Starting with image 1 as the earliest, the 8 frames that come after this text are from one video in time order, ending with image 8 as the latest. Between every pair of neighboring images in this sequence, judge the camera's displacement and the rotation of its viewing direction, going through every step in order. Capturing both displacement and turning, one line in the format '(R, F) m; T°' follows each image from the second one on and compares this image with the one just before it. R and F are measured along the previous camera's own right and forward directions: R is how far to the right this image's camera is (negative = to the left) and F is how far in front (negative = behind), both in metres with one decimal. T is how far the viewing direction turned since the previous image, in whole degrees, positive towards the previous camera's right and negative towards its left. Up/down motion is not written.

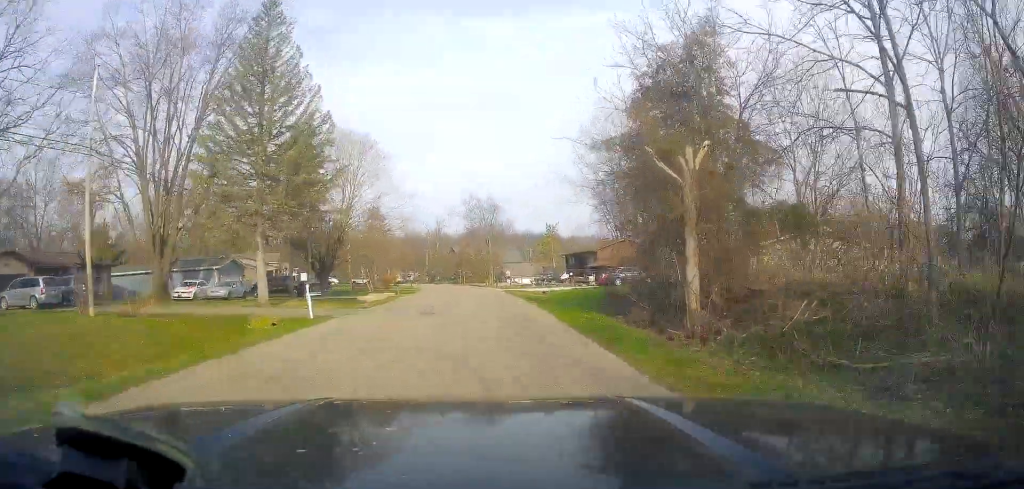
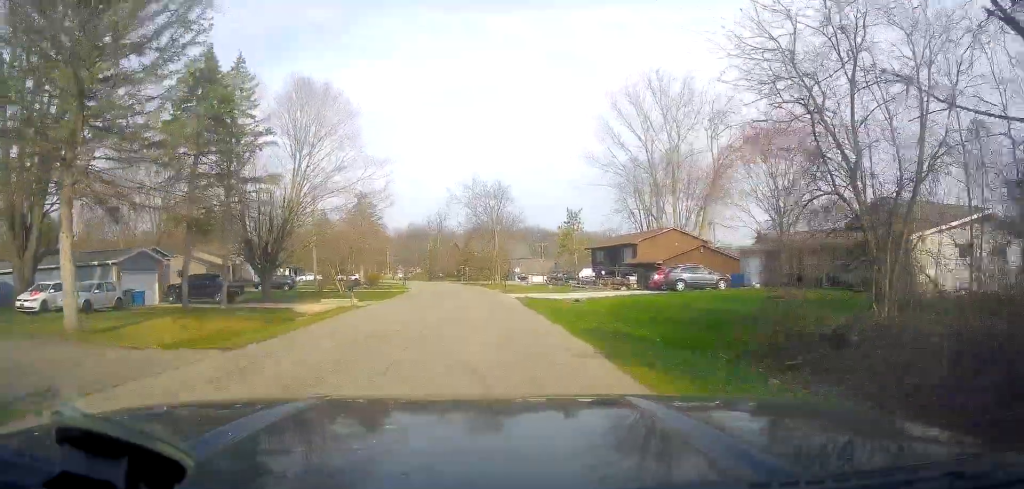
(+0.4, +16.7) m; 0°
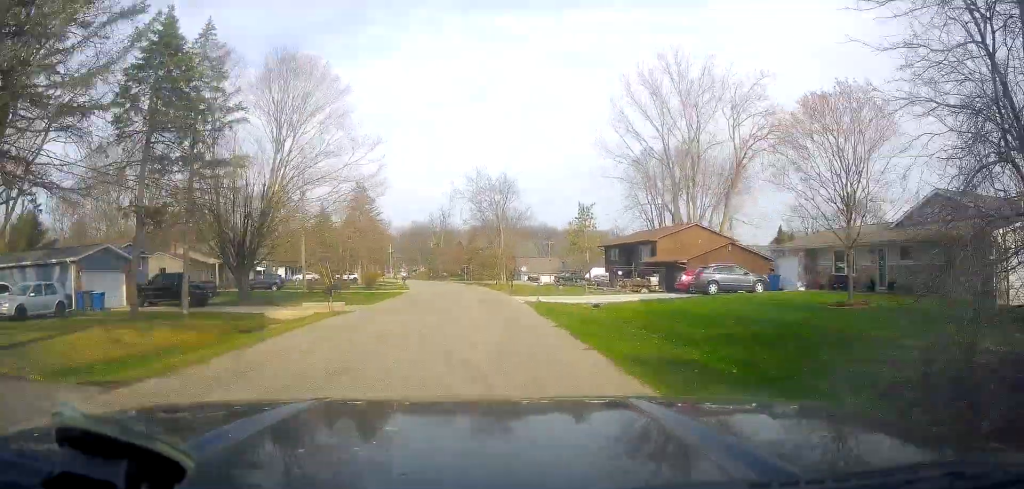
(0.0, +4.8) m; -1°
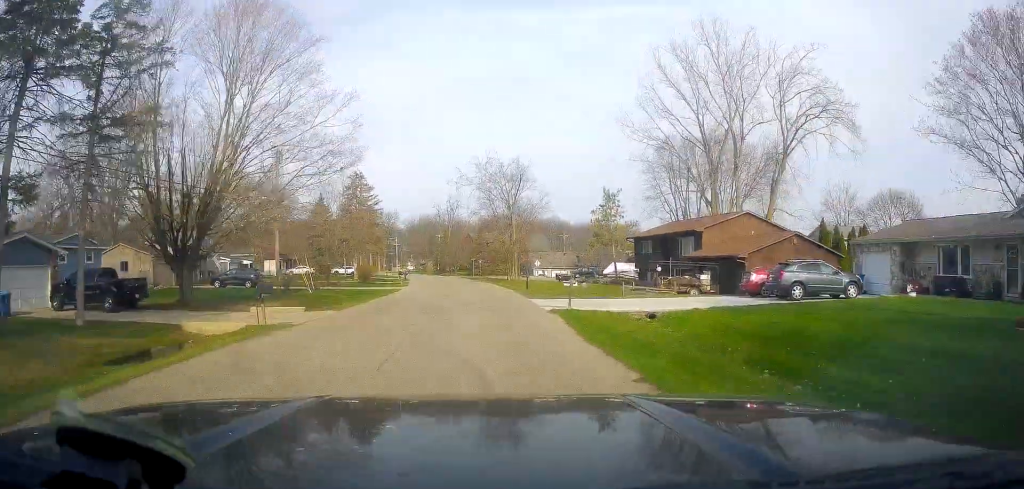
(-0.1, +8.6) m; -2°
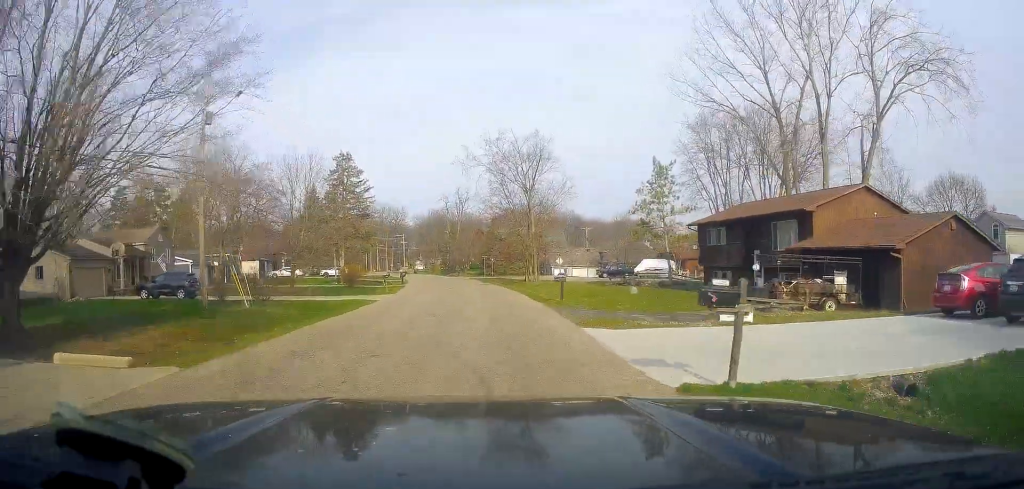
(-0.5, +13.4) m; -3°
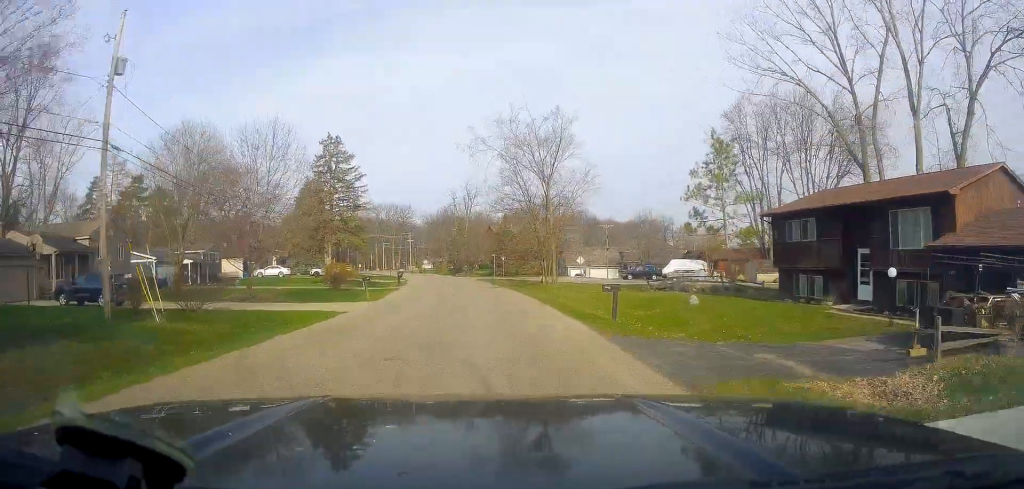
(-0.1, +9.5) m; 0°
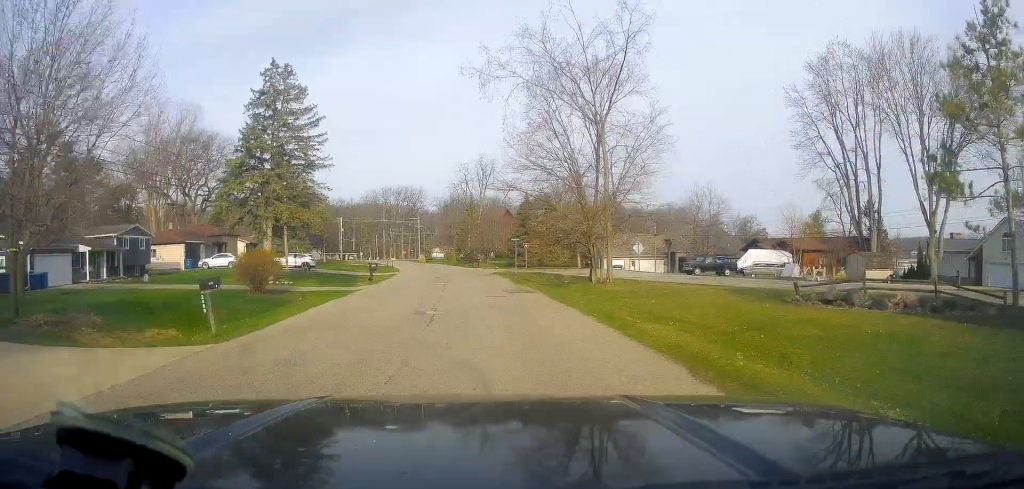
(+0.2, +19.5) m; -2°
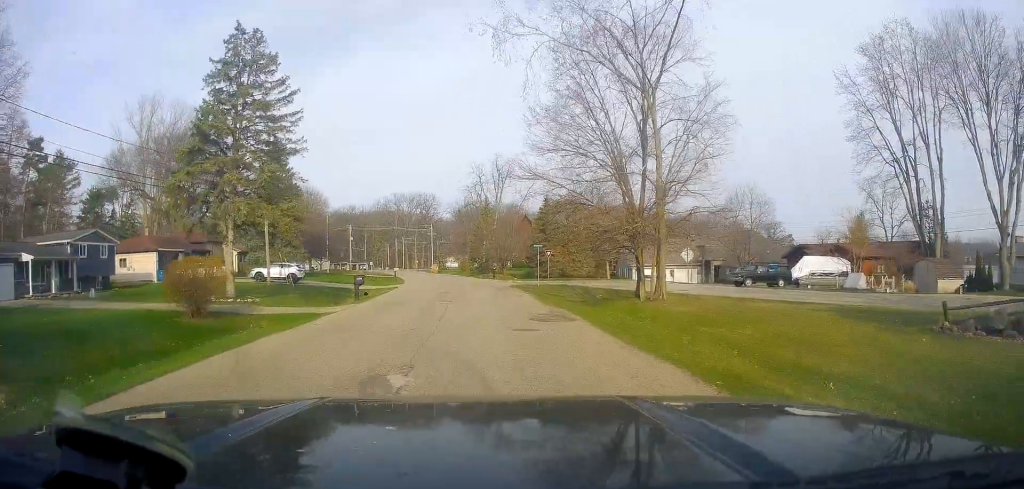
(-0.2, +8.2) m; -2°
